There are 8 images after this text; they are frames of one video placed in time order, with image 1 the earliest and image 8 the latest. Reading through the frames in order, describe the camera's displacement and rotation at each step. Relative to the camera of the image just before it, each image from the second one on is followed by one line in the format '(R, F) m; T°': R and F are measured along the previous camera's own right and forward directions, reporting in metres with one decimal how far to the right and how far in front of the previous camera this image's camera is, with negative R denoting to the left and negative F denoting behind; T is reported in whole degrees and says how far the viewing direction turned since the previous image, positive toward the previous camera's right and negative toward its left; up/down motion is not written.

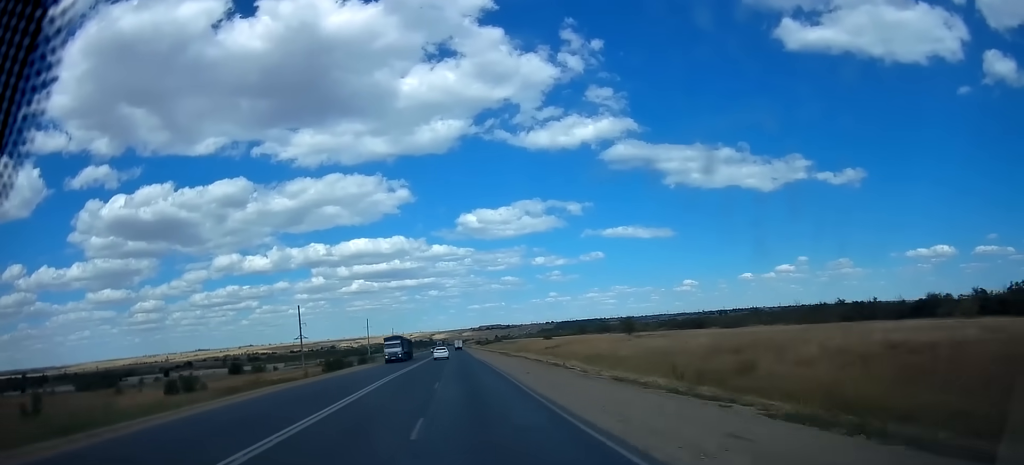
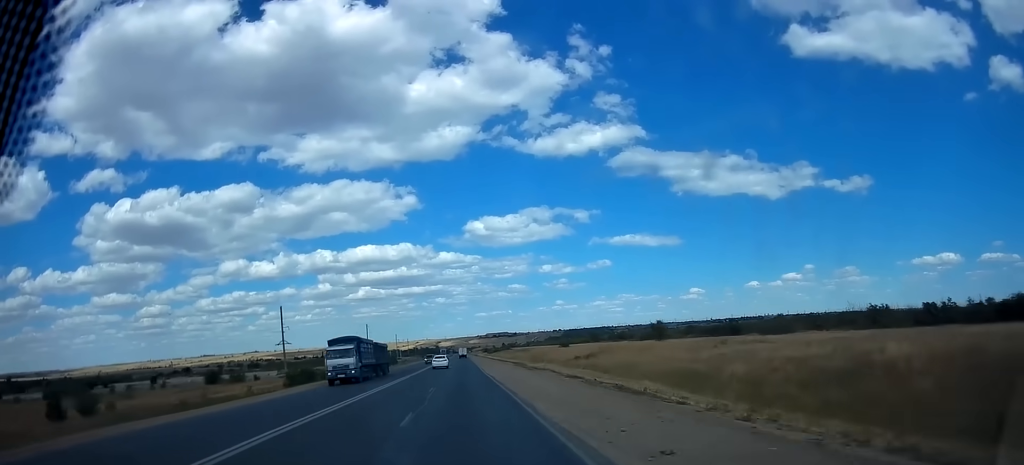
(-0.1, +21.5) m; 0°
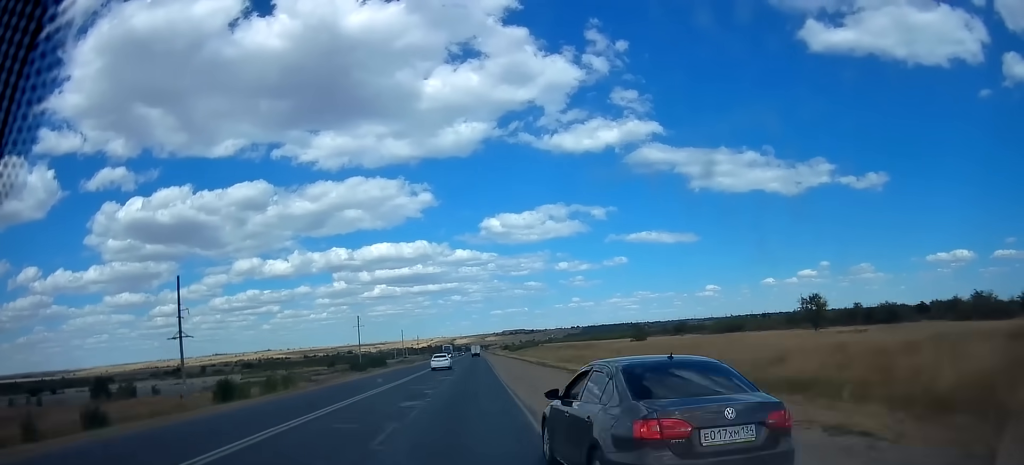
(-0.9, +62.3) m; -2°
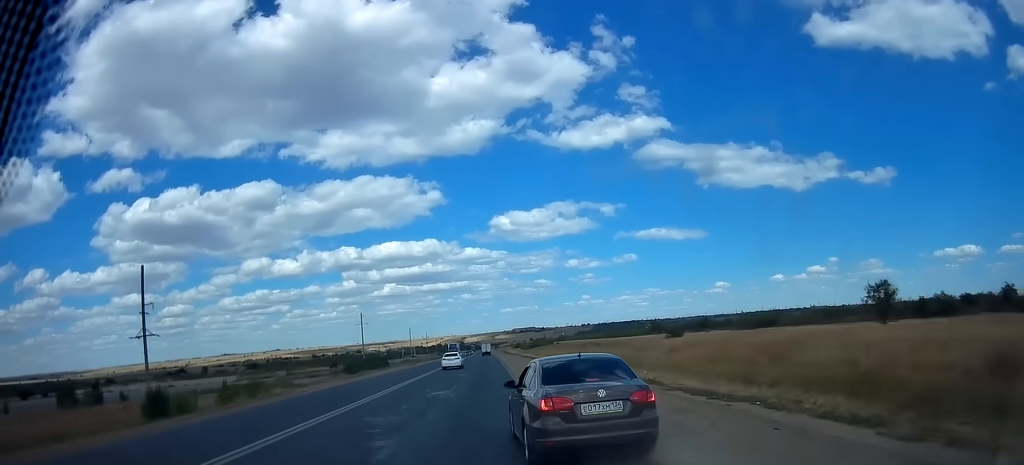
(-0.2, +13.9) m; 0°
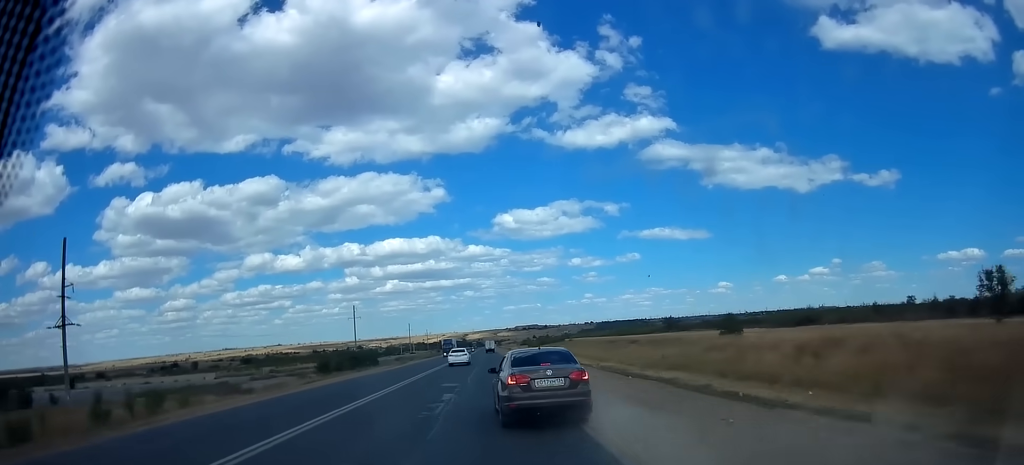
(-0.1, +19.5) m; 0°
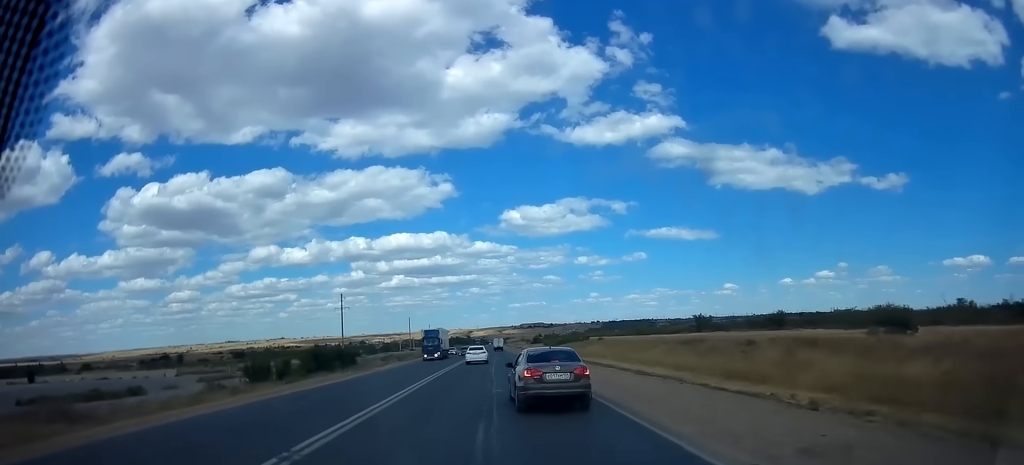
(0.0, +30.1) m; -1°
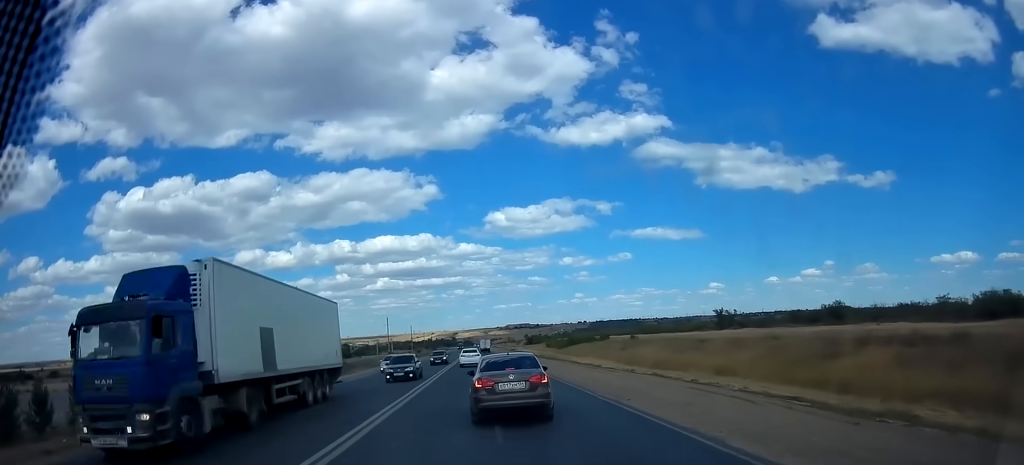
(-0.2, +34.8) m; +1°
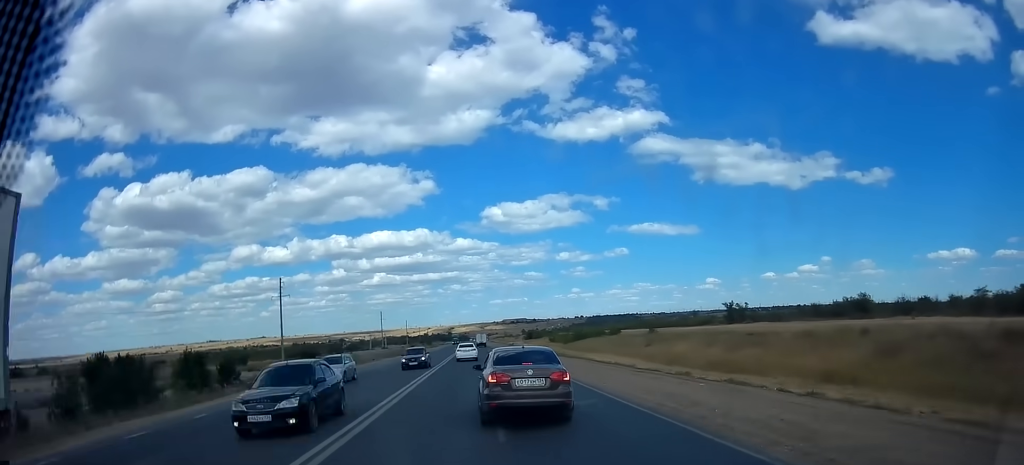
(+0.1, +11.2) m; +1°
